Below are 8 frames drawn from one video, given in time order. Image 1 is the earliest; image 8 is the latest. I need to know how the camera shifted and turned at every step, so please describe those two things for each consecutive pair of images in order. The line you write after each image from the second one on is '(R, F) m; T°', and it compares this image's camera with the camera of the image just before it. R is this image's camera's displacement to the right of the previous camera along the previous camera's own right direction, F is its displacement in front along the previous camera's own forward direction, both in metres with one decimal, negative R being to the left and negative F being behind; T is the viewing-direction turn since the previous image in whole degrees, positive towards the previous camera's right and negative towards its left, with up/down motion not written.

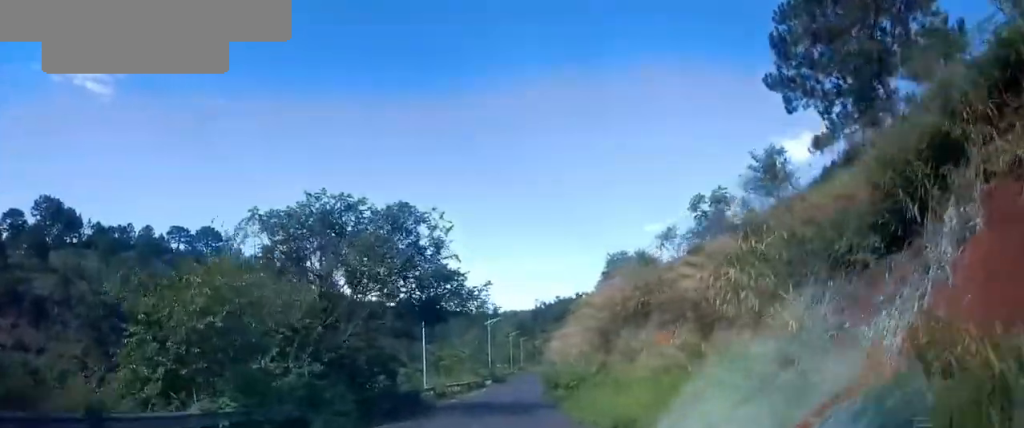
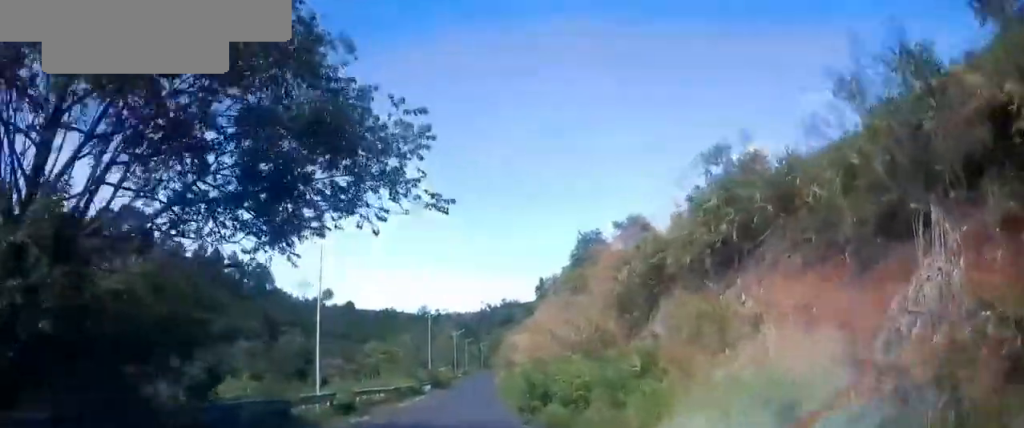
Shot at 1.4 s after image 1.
(+2.0, +13.8) m; +5°
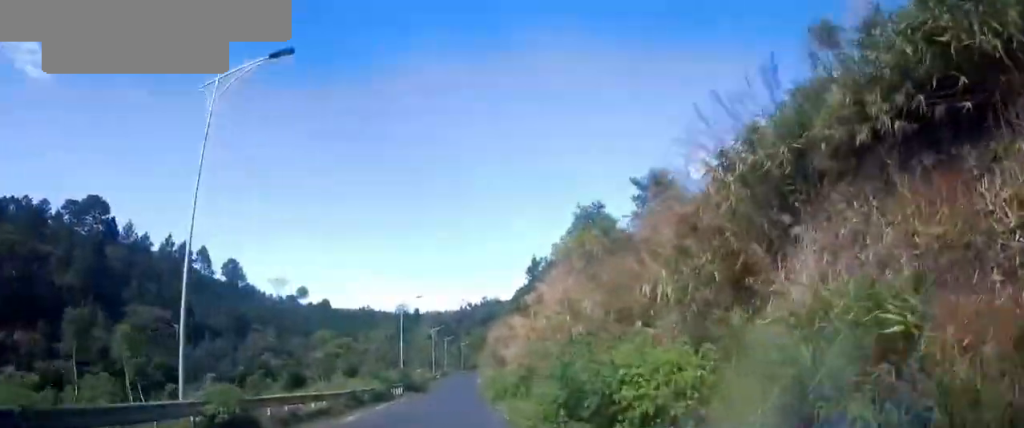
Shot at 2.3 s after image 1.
(-0.7, +9.1) m; -1°
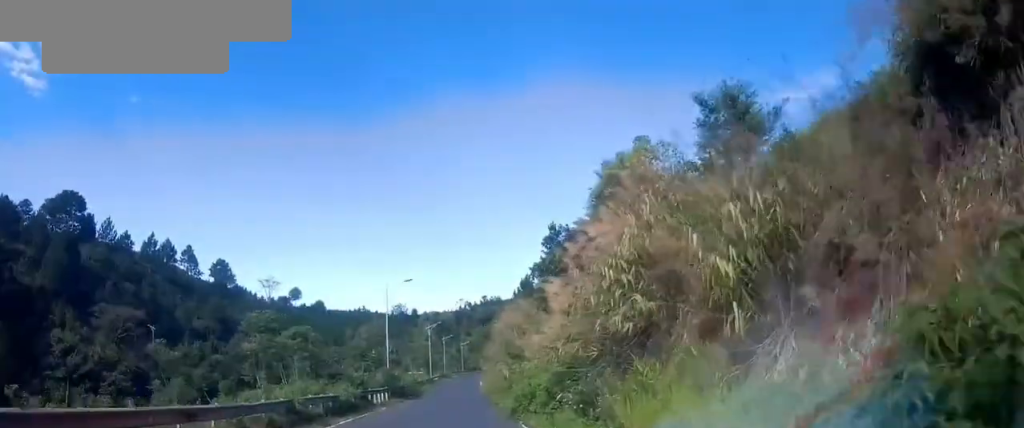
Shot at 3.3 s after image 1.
(+0.2, +10.1) m; +5°
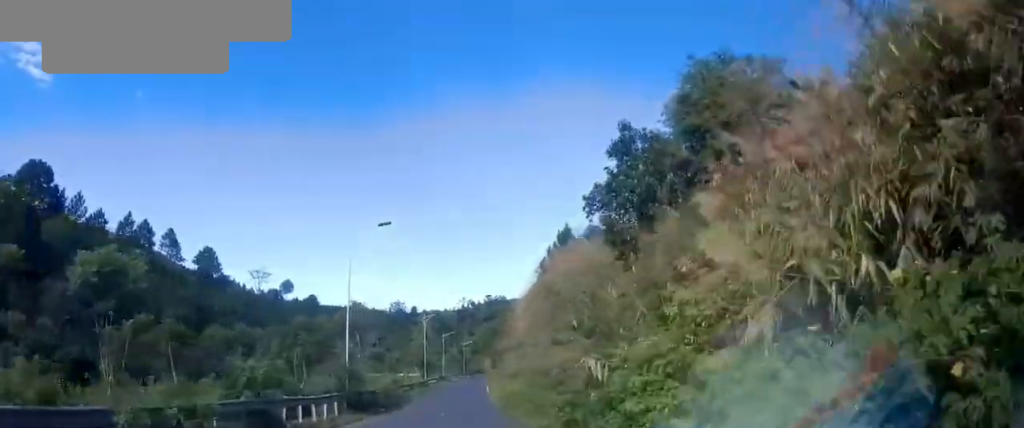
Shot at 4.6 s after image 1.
(+1.4, +15.0) m; +14°
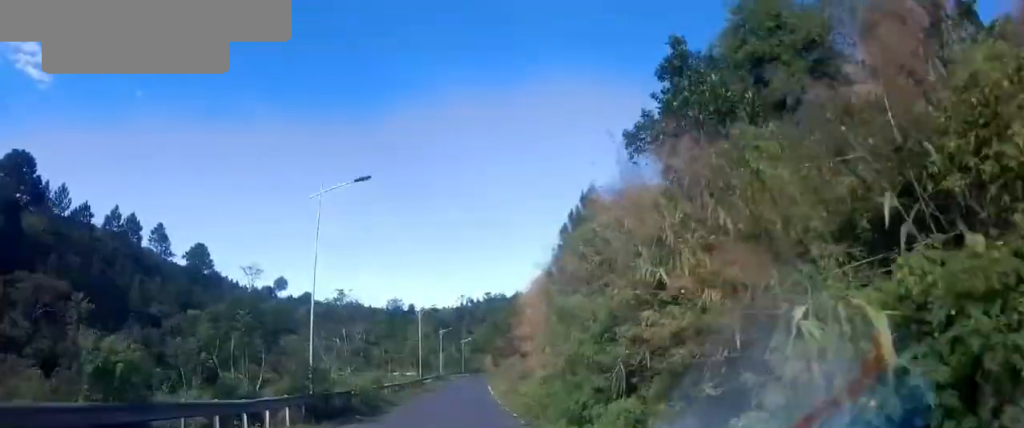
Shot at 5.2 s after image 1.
(+0.6, +4.5) m; -9°
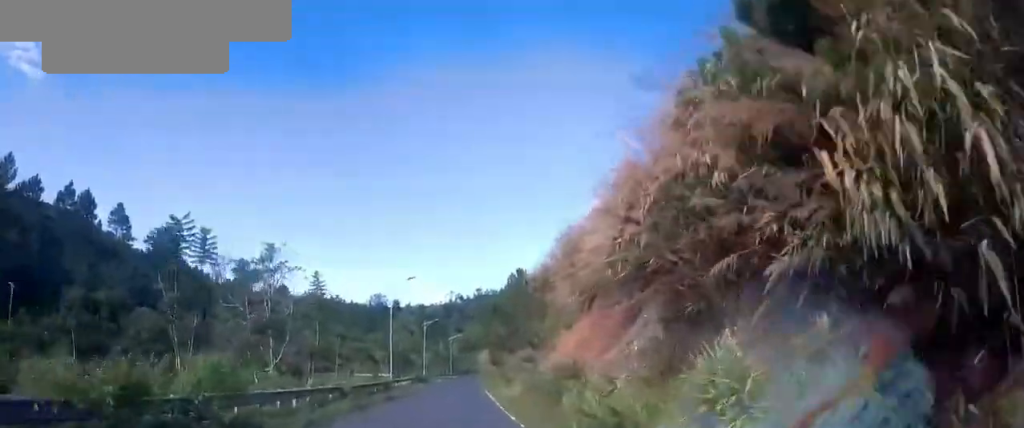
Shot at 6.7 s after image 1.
(-5.2, +15.4) m; -18°
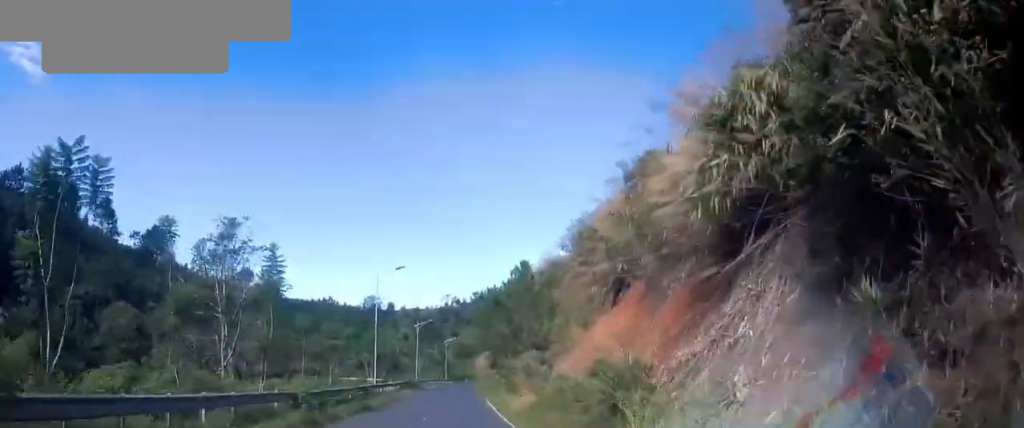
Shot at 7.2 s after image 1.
(+1.3, +6.0) m; +6°
